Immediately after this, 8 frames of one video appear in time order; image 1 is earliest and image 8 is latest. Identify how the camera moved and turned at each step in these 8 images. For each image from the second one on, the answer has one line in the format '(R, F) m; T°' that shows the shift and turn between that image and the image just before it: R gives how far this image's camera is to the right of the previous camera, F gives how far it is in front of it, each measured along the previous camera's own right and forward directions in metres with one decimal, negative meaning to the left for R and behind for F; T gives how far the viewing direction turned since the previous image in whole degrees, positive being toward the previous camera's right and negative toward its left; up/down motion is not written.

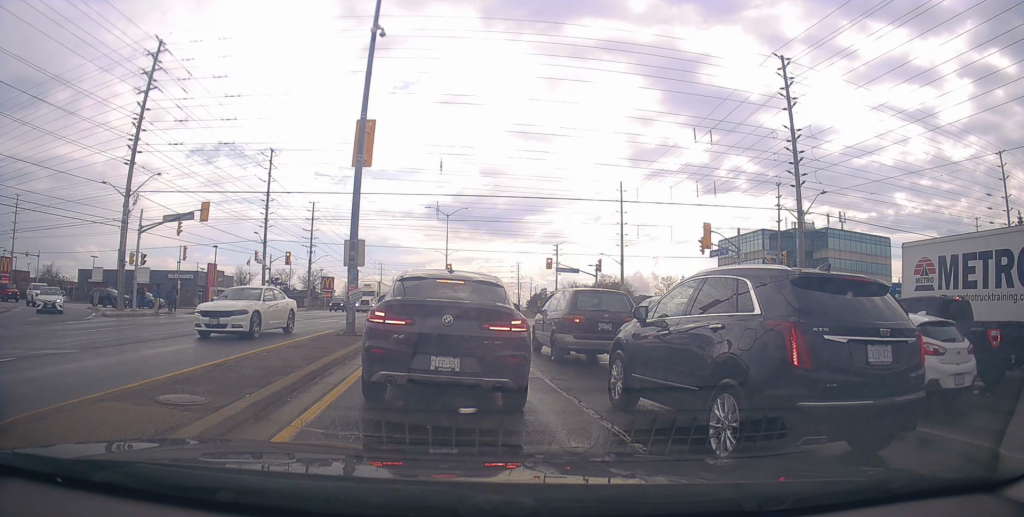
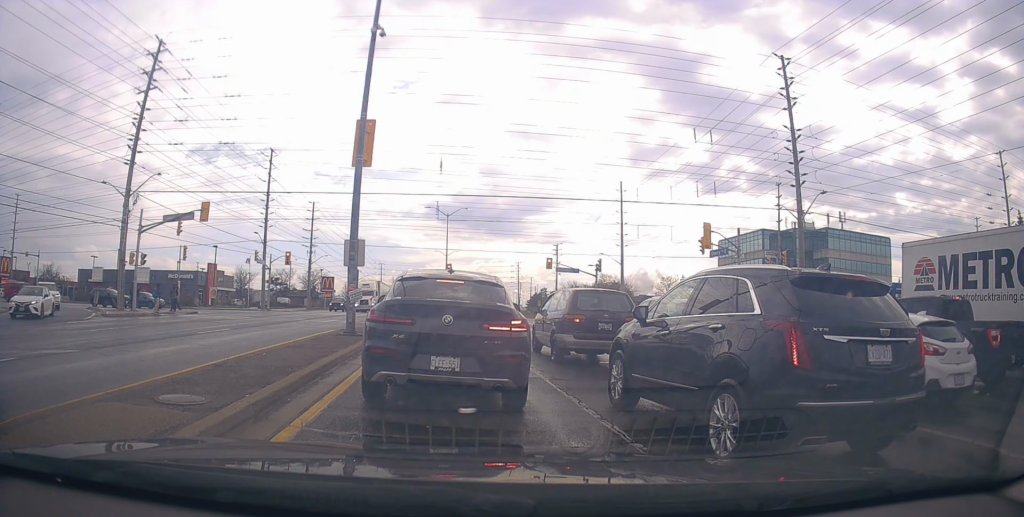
(0.0, 0.0) m; 0°
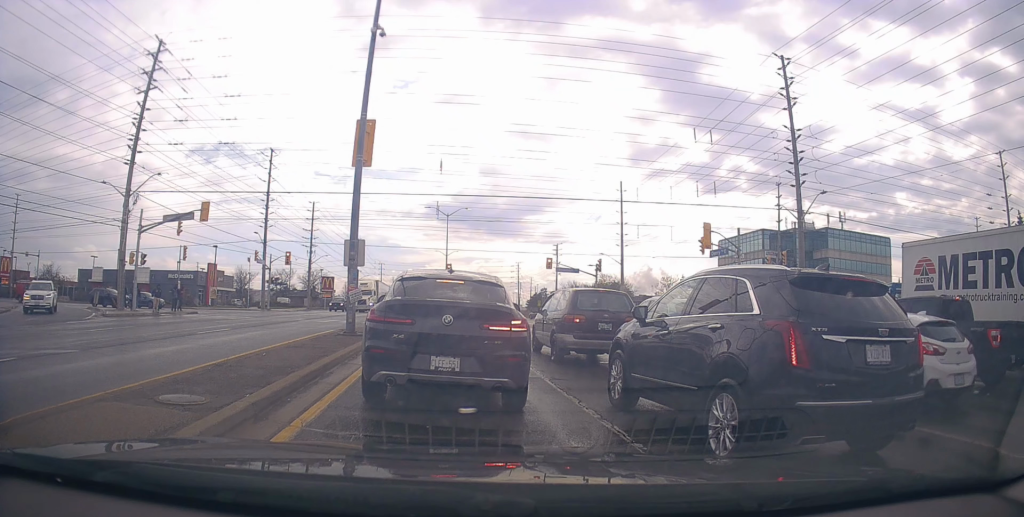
(0.0, 0.0) m; 0°
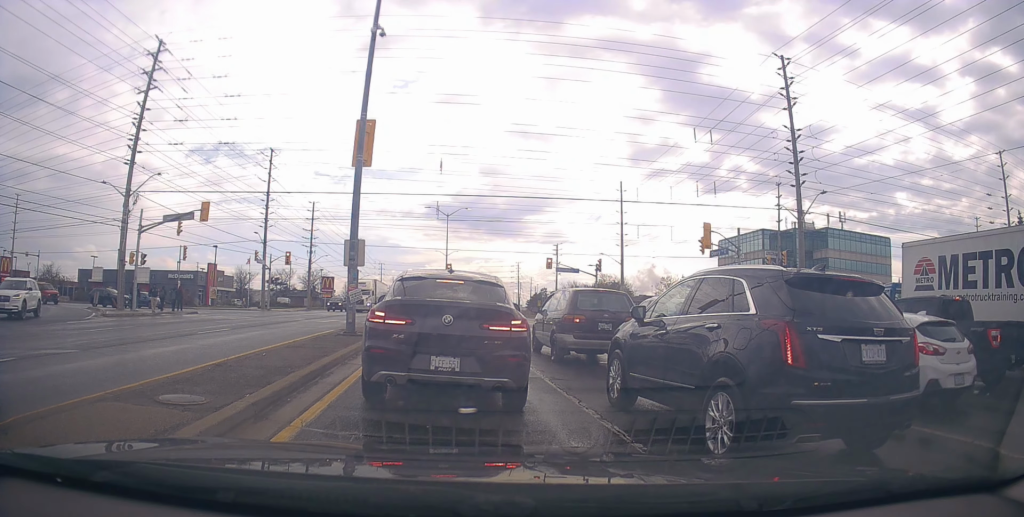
(0.0, 0.0) m; 0°
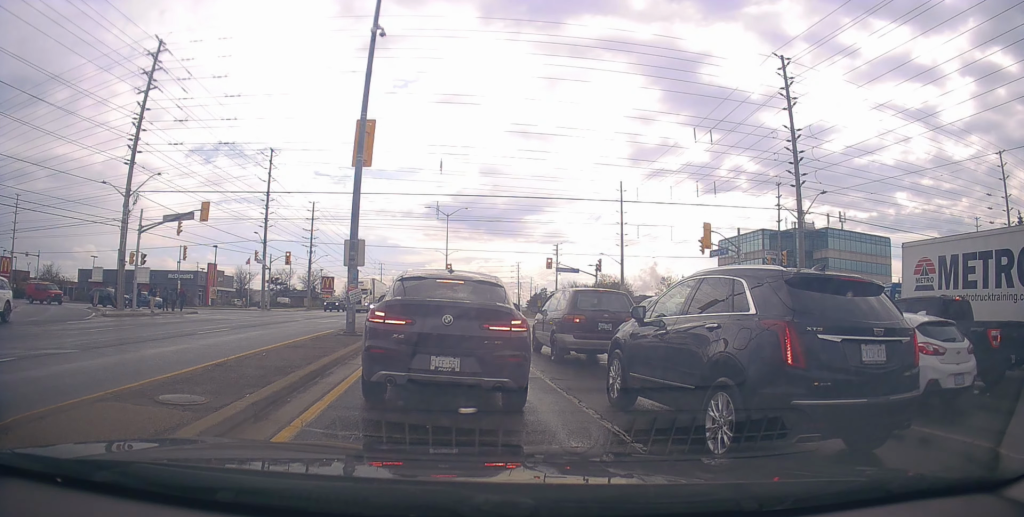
(0.0, 0.0) m; 0°
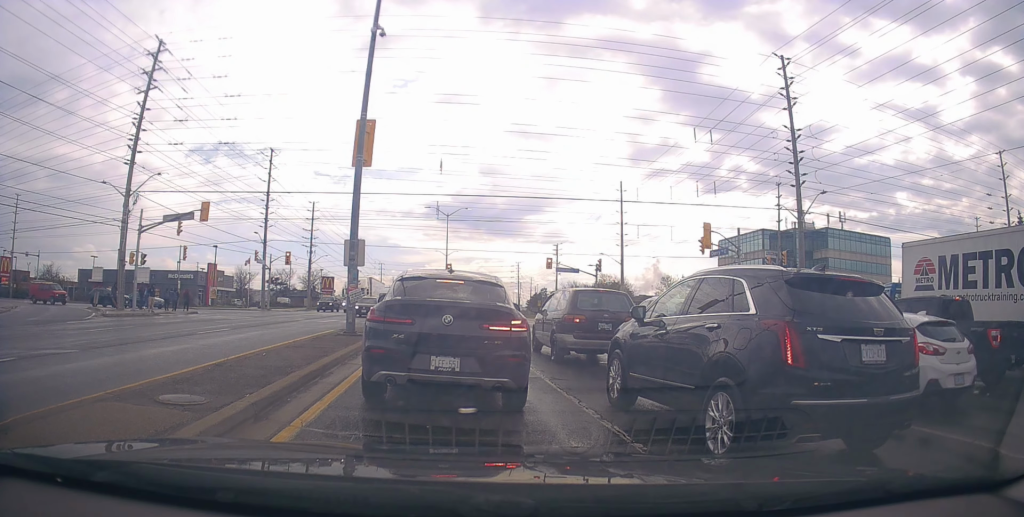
(0.0, 0.0) m; 0°
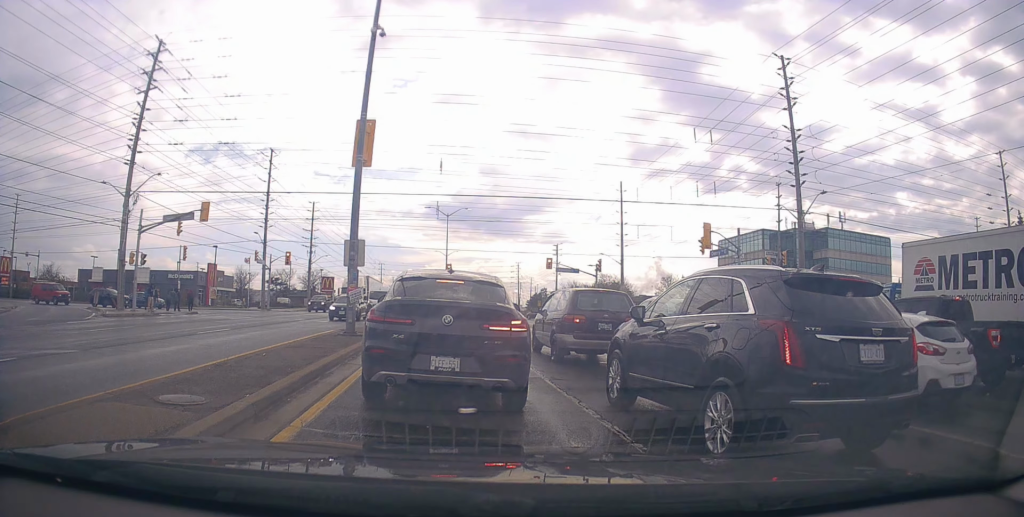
(0.0, 0.0) m; 0°
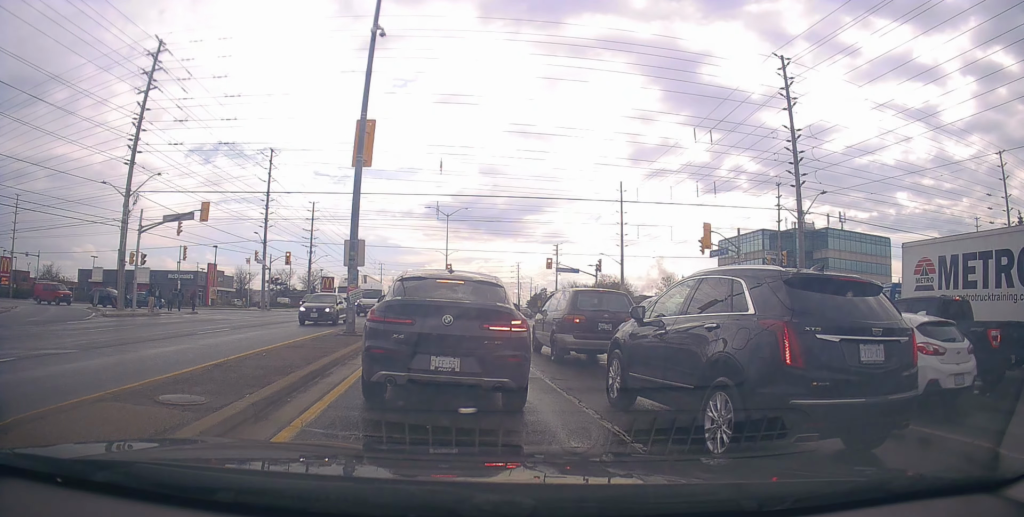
(0.0, 0.0) m; 0°
